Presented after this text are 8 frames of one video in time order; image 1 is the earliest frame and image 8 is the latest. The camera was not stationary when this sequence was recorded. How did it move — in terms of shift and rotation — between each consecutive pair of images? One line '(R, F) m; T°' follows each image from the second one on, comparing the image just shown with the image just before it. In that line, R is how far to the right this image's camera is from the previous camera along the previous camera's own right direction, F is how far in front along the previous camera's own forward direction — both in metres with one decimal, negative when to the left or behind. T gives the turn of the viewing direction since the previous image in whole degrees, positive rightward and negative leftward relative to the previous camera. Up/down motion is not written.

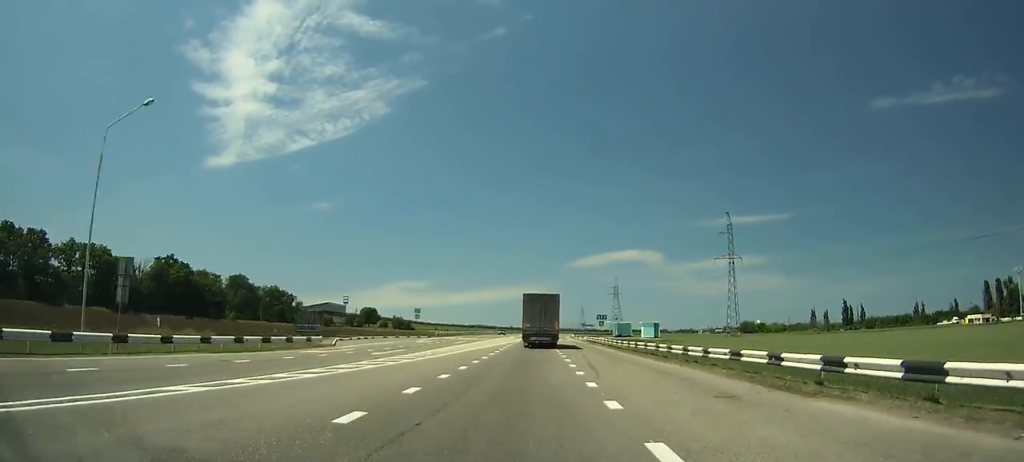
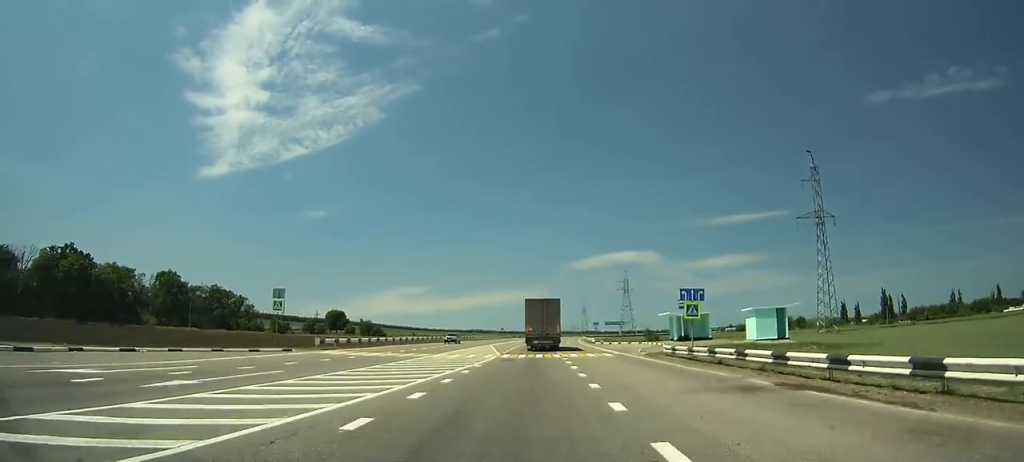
(-0.1, +47.9) m; 0°
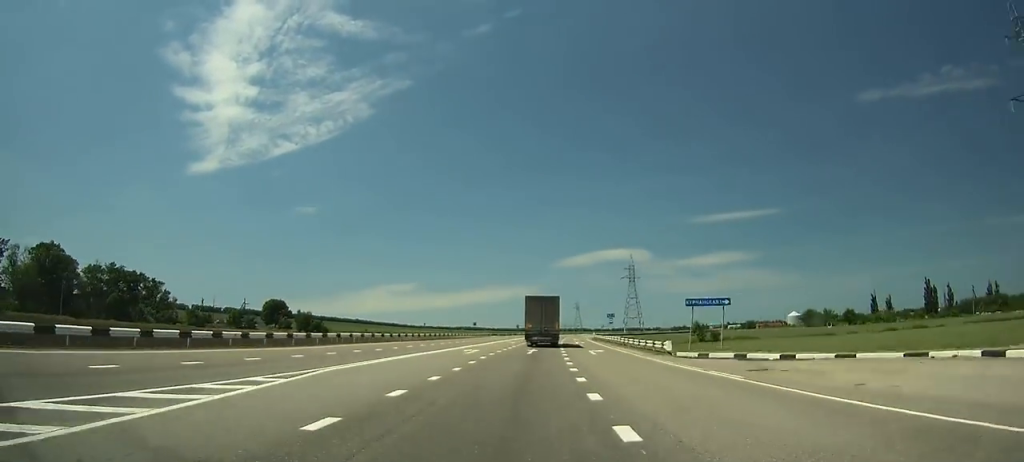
(+0.2, +50.5) m; +1°
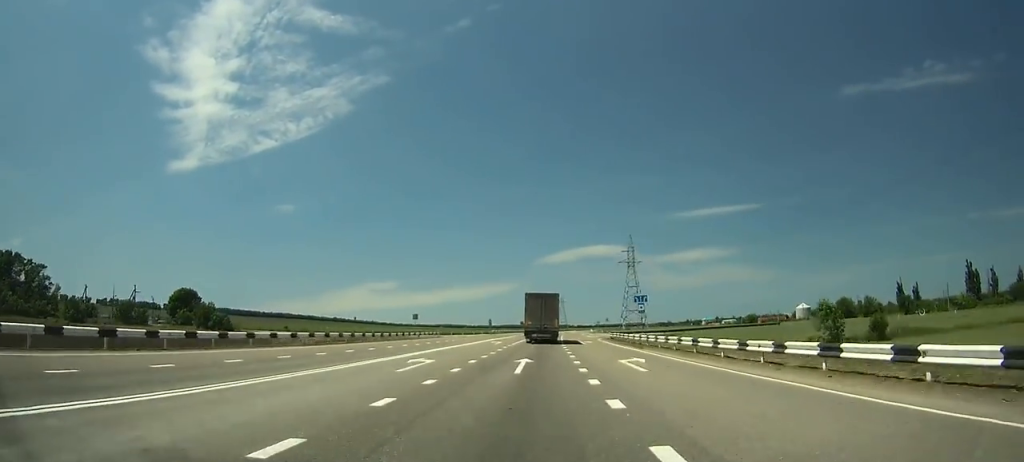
(+0.5, +45.2) m; +1°
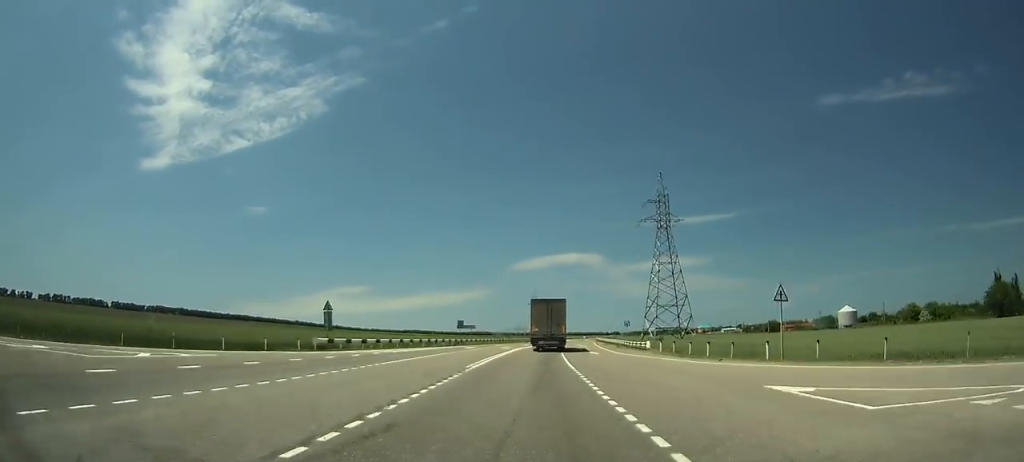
(+2.5, +94.1) m; +3°
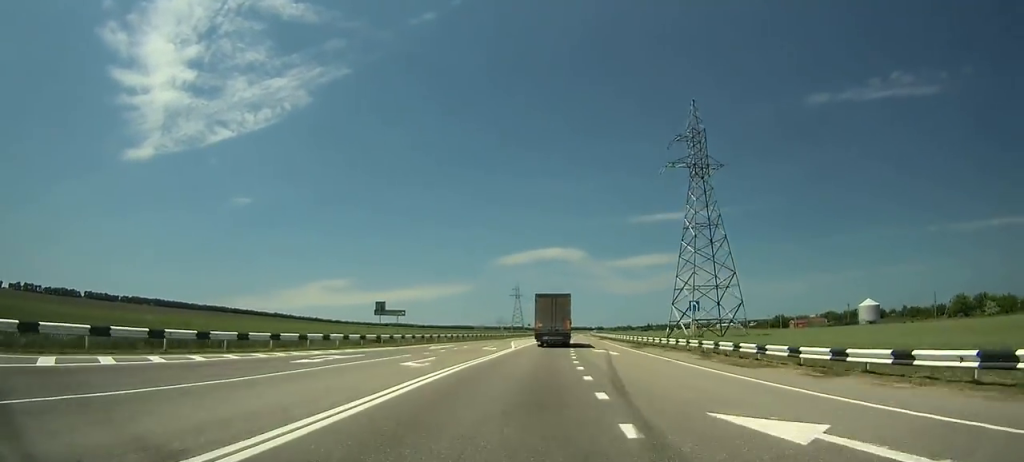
(0.0, +38.2) m; +2°
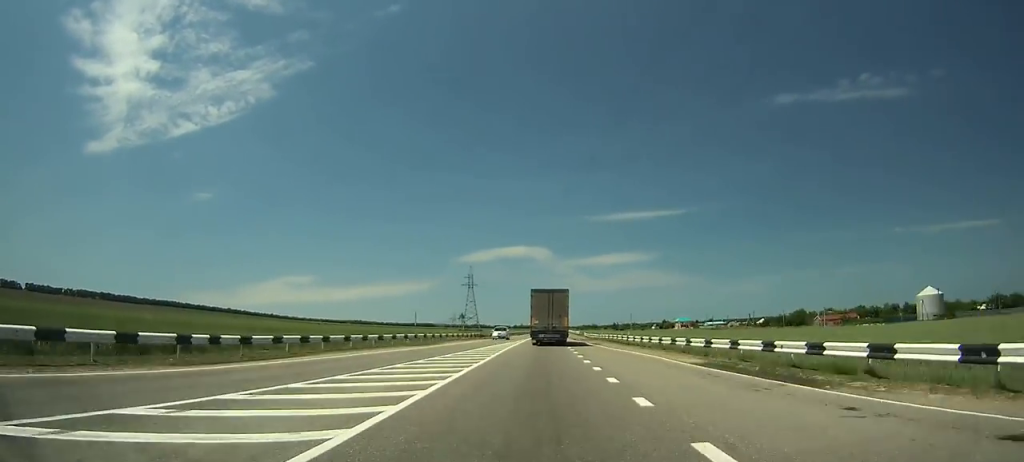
(+2.2, +73.4) m; +3°
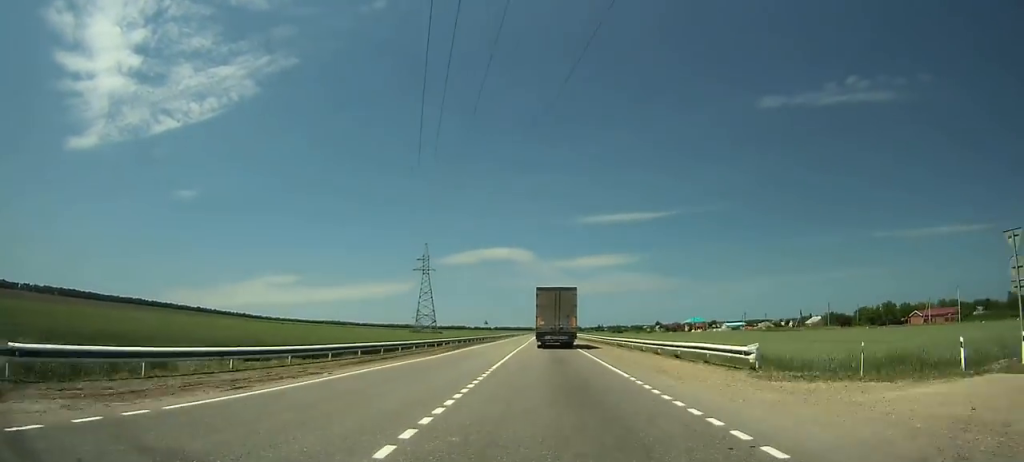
(+2.0, +86.8) m; +2°
